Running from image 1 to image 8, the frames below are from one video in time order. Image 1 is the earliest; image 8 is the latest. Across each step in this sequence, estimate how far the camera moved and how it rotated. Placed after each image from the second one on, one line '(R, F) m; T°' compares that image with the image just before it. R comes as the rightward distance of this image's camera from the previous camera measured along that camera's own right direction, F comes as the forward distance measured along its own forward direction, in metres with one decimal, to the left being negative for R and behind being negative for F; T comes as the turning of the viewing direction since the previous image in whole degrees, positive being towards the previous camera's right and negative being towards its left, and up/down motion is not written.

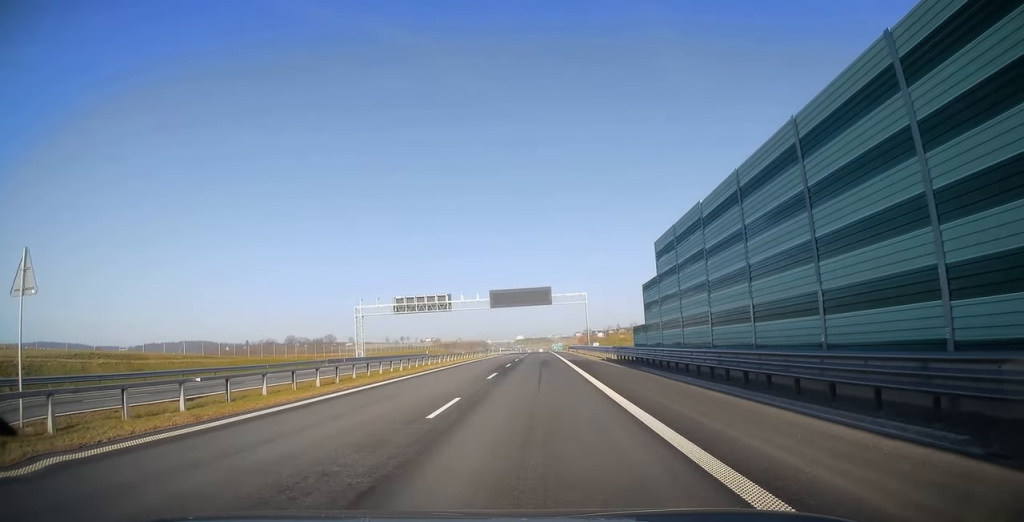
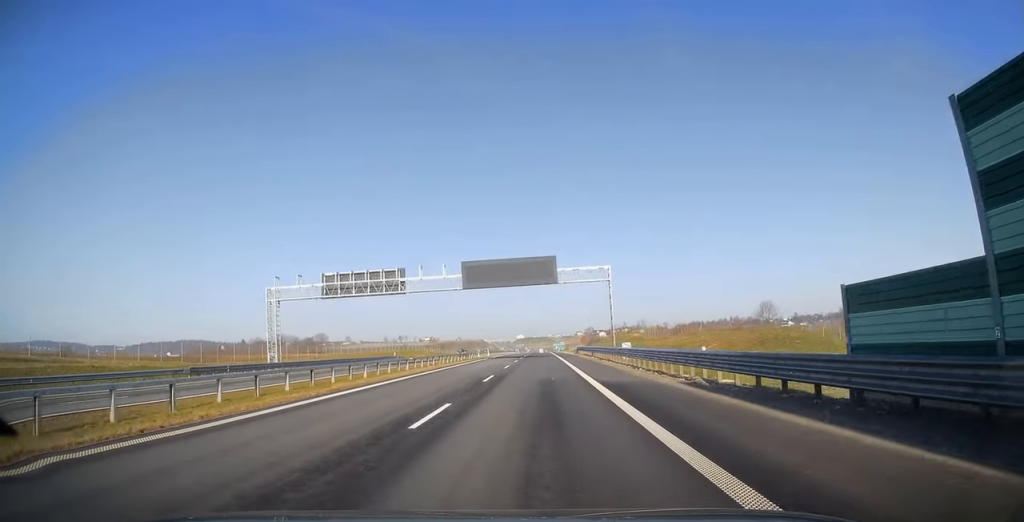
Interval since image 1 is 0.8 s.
(0.0, +25.2) m; -1°
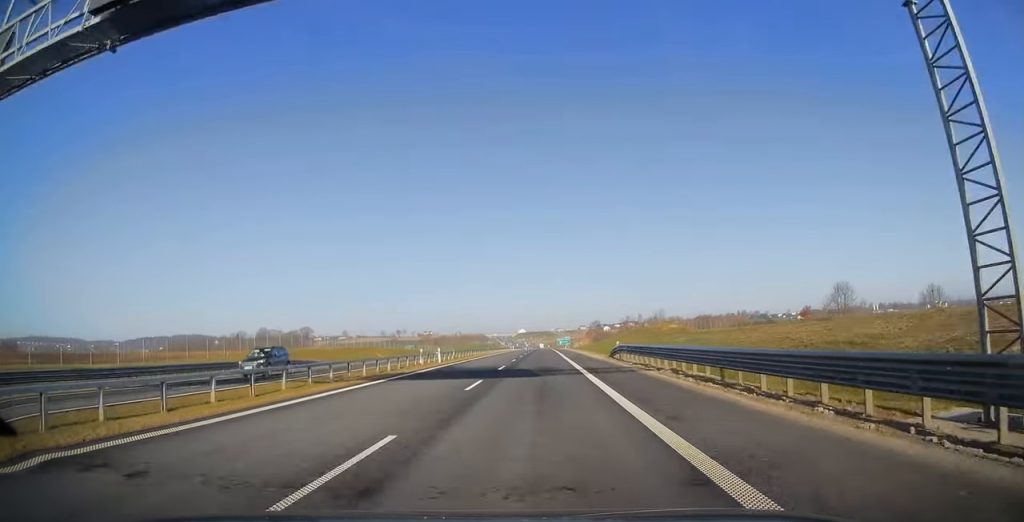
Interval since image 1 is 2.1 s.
(-0.2, +41.0) m; 0°
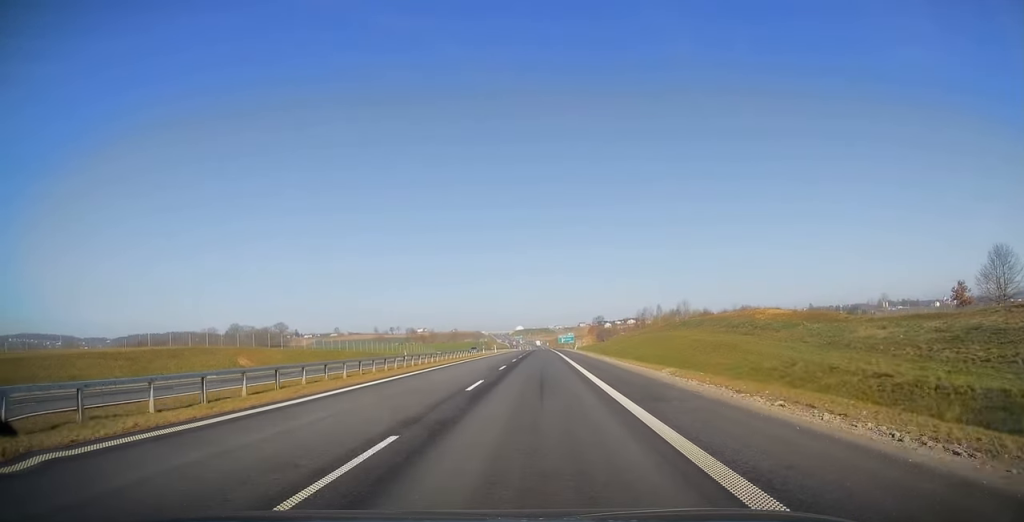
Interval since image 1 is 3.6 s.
(-0.2, +47.9) m; 0°
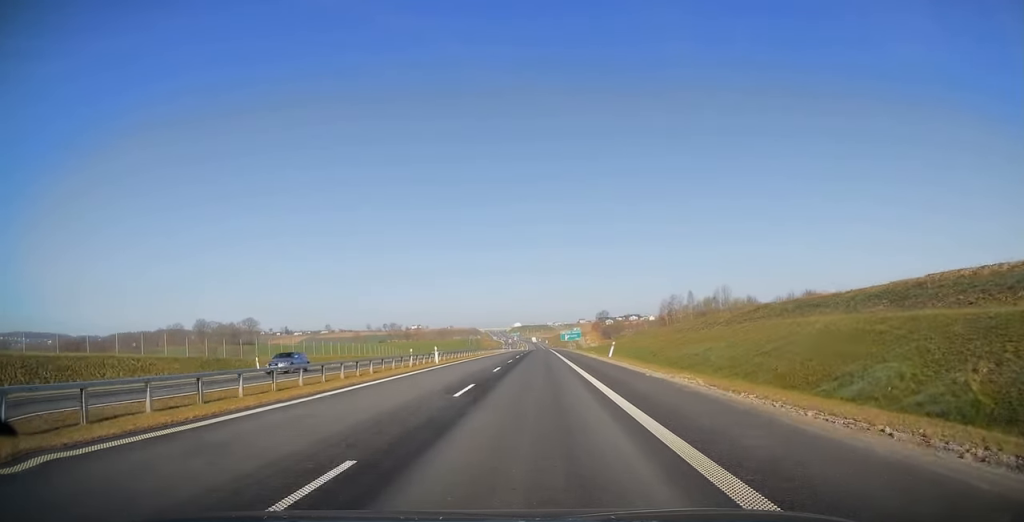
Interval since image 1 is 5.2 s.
(+0.7, +49.5) m; +1°
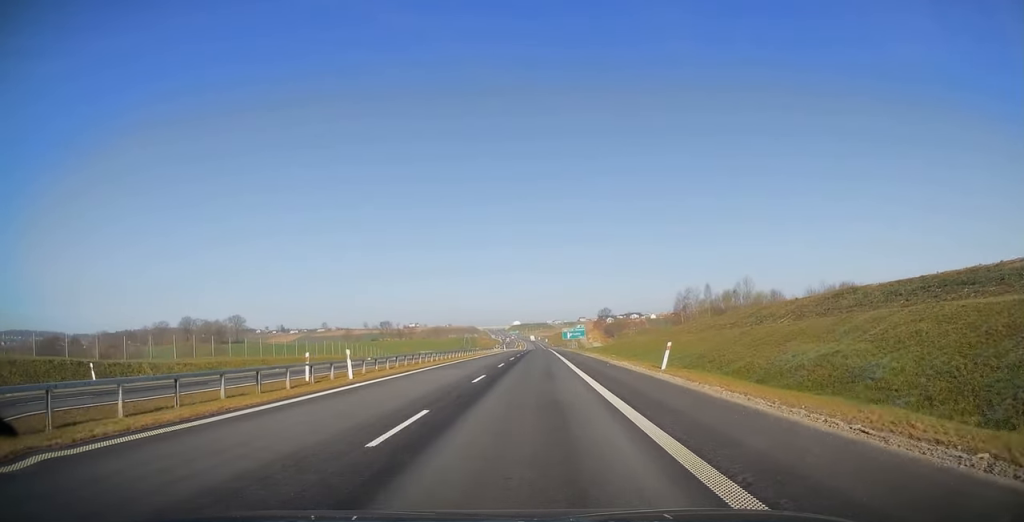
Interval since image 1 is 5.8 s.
(0.0, +18.9) m; 0°
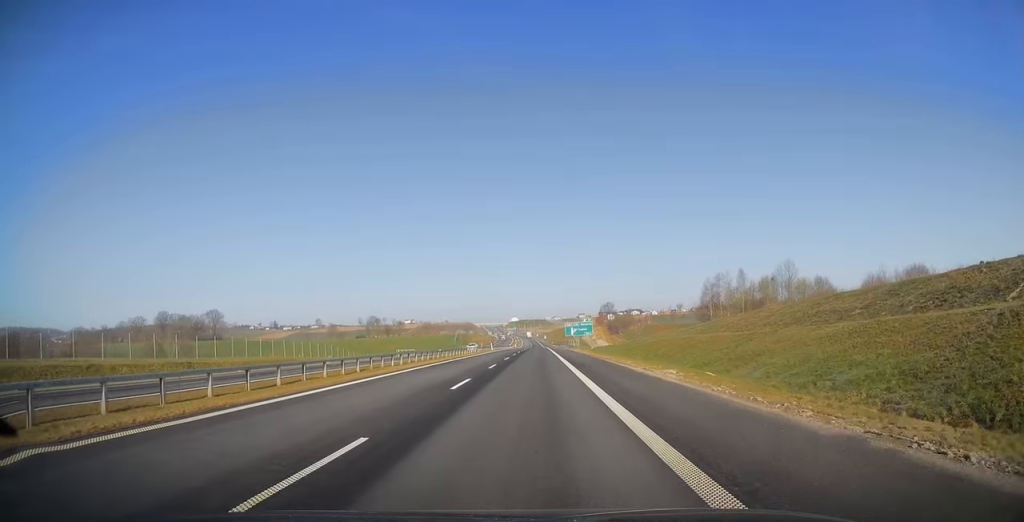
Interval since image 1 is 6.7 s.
(0.0, +27.4) m; 0°
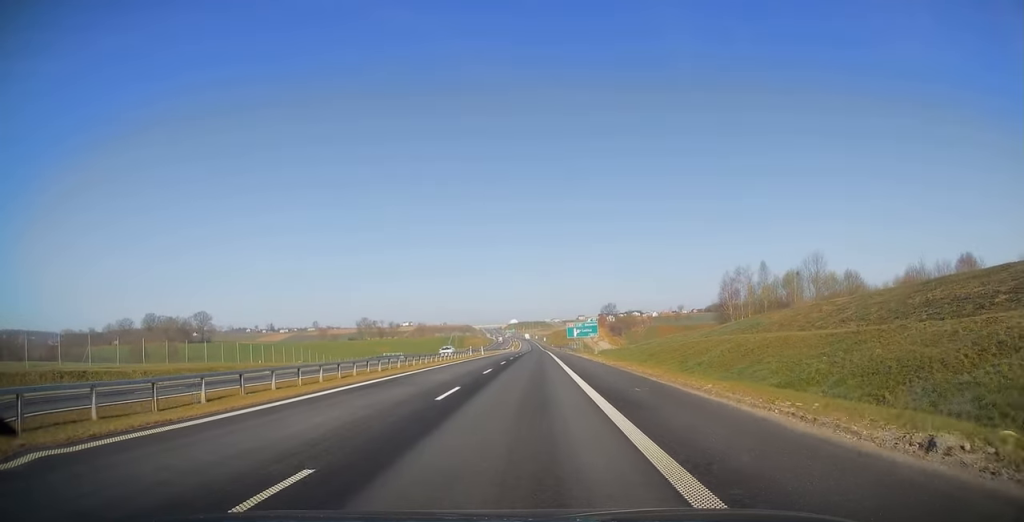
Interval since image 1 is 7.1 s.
(-0.2, +13.7) m; 0°
